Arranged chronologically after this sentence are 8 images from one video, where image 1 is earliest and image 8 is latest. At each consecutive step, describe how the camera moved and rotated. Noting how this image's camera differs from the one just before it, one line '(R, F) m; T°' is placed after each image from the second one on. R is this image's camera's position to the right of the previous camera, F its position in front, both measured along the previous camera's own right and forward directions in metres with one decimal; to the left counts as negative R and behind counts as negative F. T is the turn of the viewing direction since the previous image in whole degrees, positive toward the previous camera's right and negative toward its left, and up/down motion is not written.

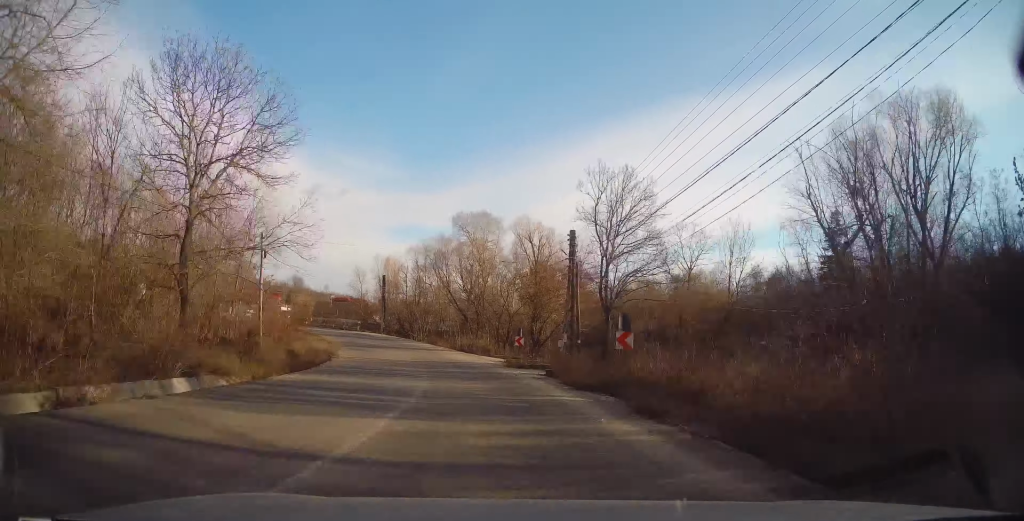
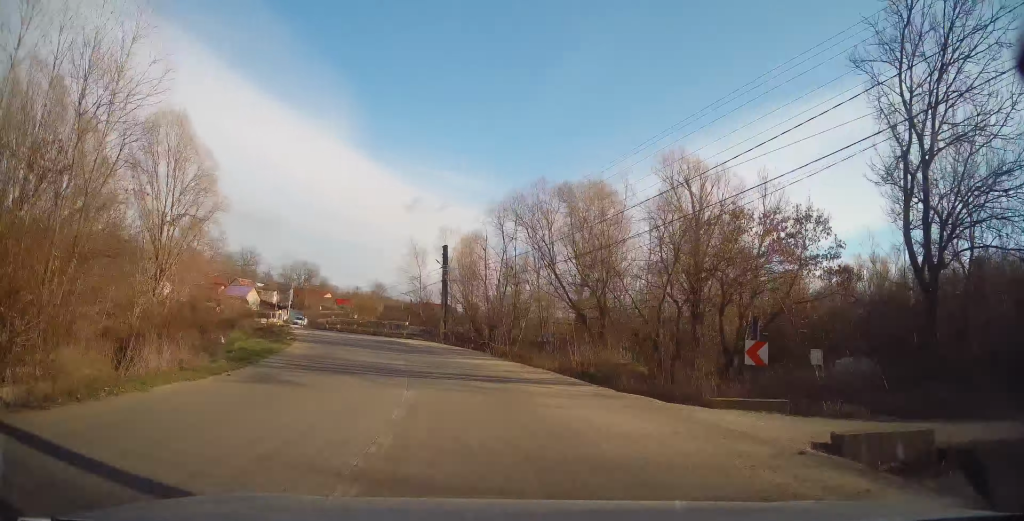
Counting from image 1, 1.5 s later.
(-2.3, +25.5) m; -11°
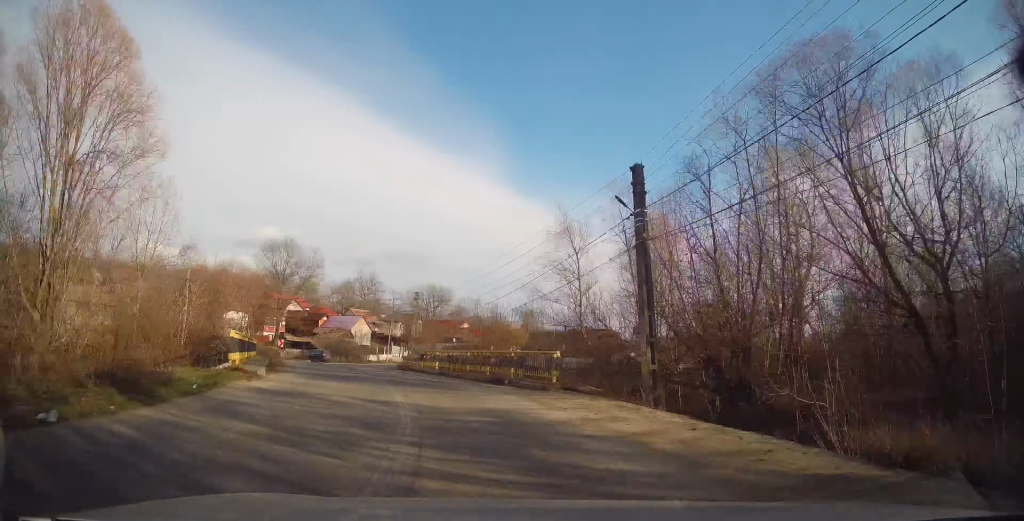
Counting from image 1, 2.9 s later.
(-1.9, +22.3) m; -14°
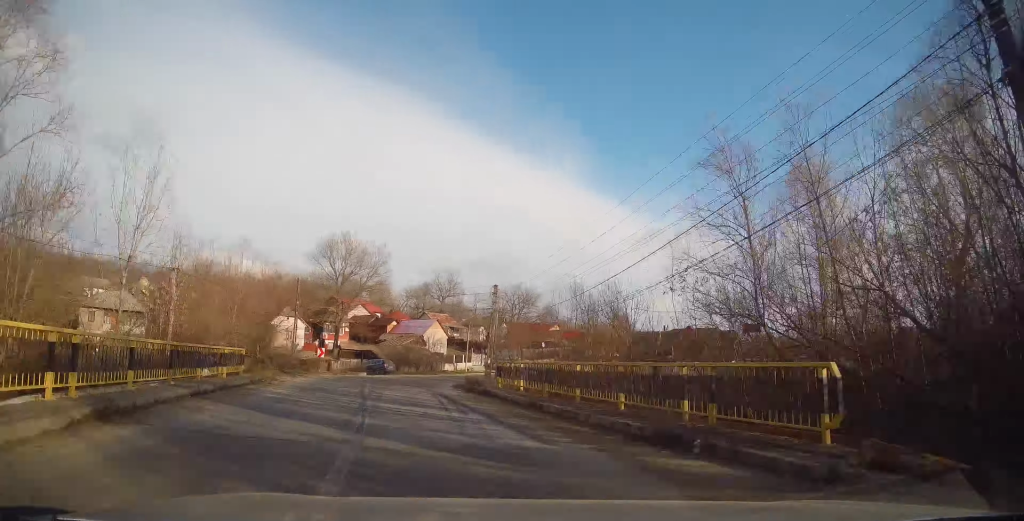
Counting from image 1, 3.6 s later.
(-0.9, +10.8) m; -9°
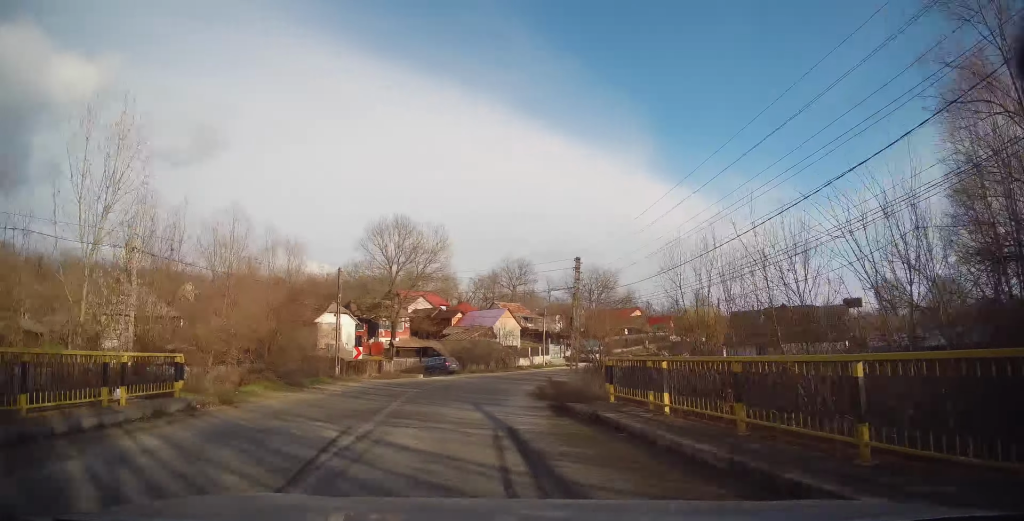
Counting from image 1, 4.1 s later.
(-0.9, +8.4) m; -6°
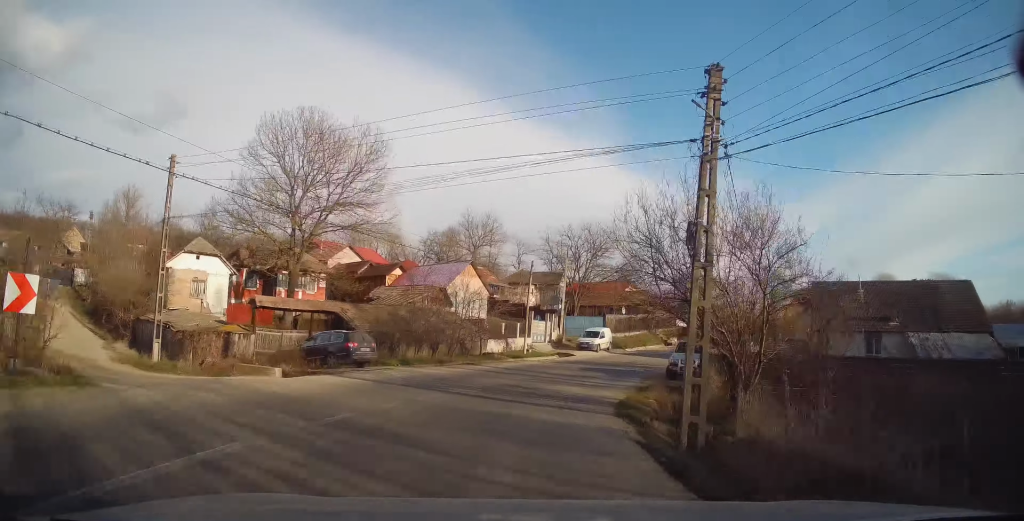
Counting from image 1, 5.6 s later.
(-0.2, +21.7) m; +4°
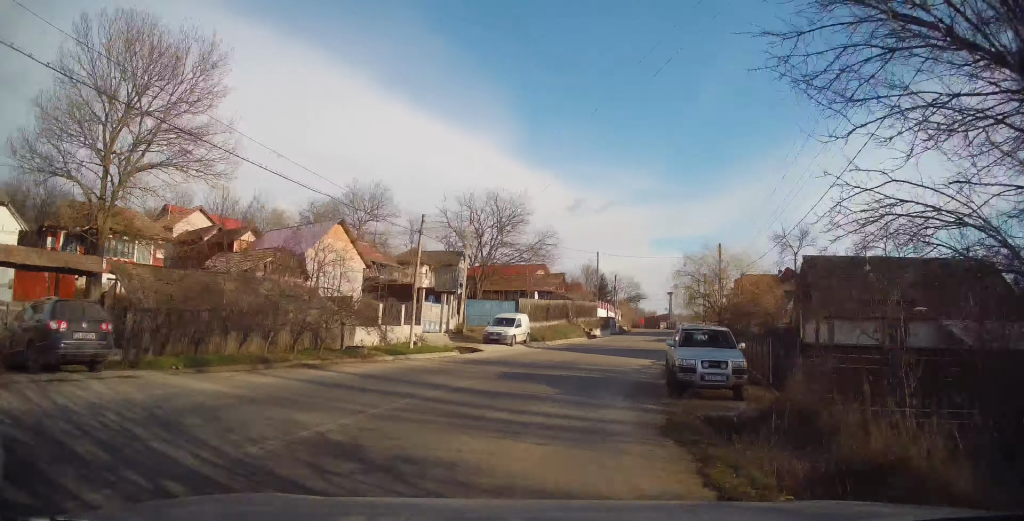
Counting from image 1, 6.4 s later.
(+0.4, +11.3) m; +8°
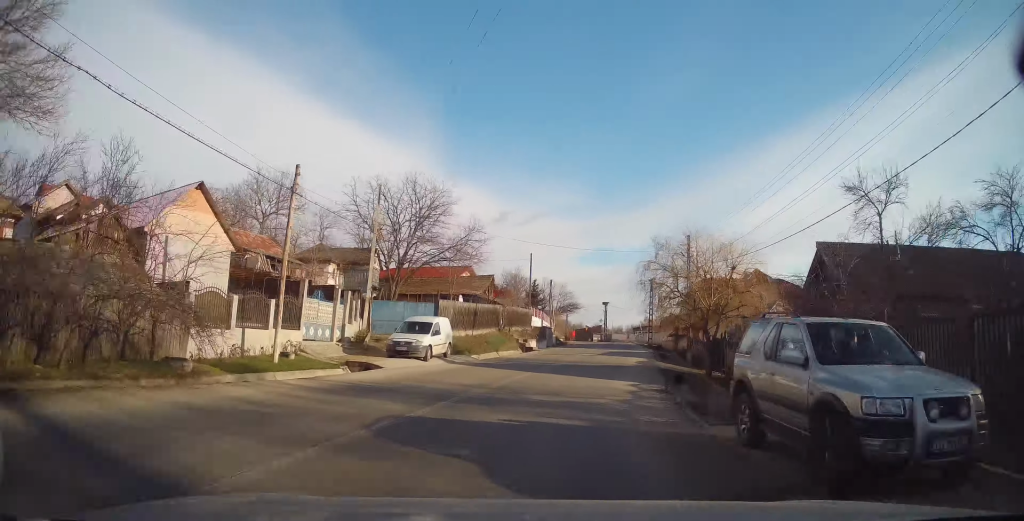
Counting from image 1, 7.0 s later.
(+0.6, +8.6) m; +8°
